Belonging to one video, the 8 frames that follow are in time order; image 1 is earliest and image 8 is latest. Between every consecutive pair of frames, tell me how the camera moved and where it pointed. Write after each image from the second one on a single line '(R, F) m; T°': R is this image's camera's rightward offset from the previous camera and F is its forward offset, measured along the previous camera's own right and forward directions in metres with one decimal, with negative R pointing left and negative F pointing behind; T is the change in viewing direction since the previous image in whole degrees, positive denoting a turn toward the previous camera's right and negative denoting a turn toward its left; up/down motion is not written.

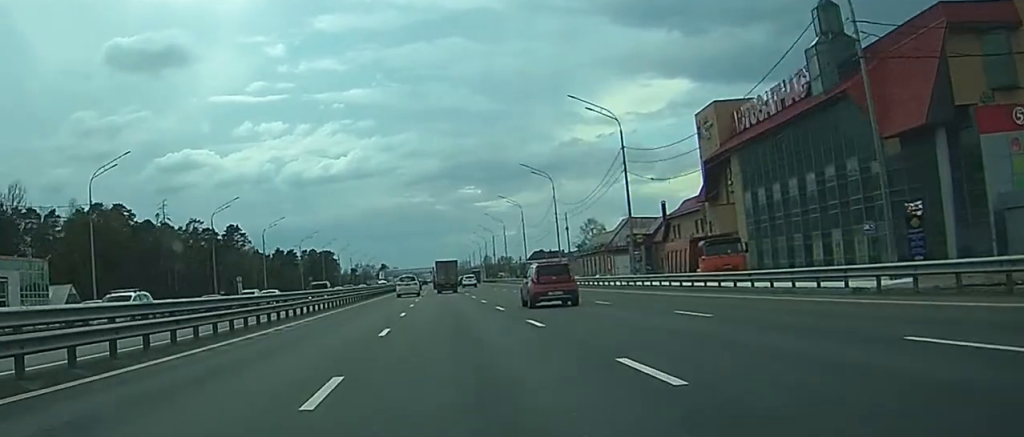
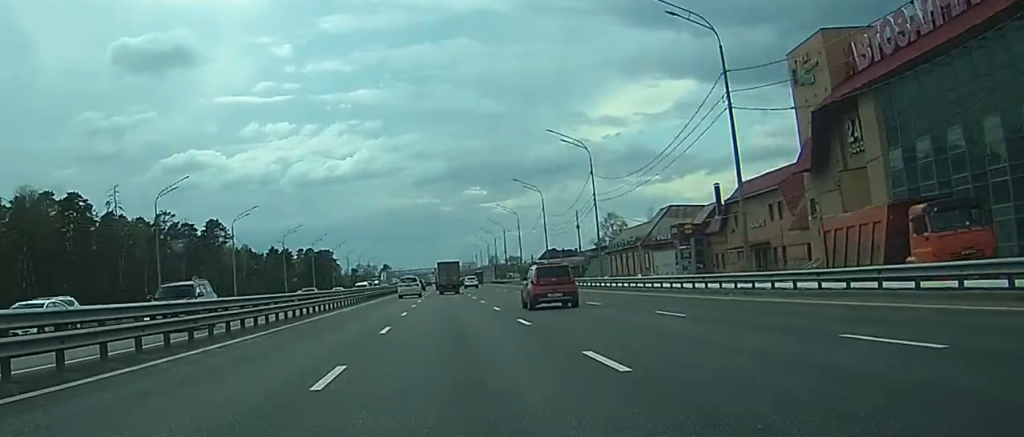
(0.0, +22.0) m; 0°
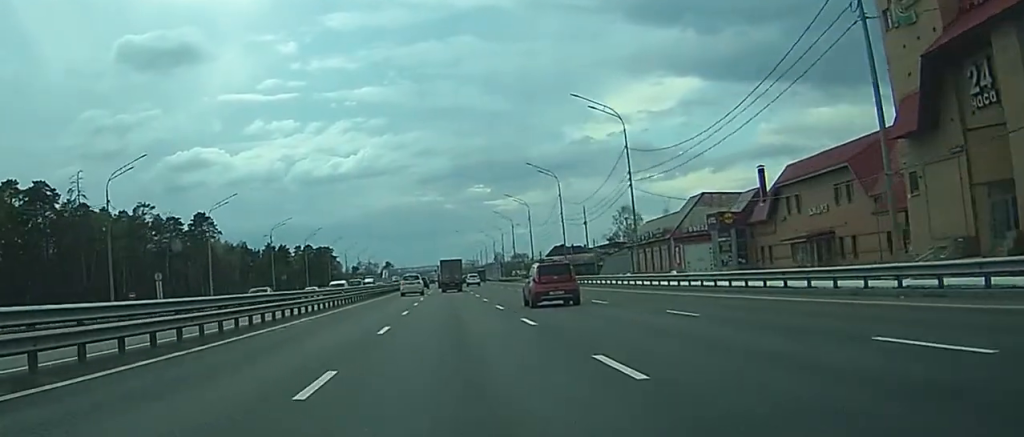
(+0.1, +13.2) m; 0°
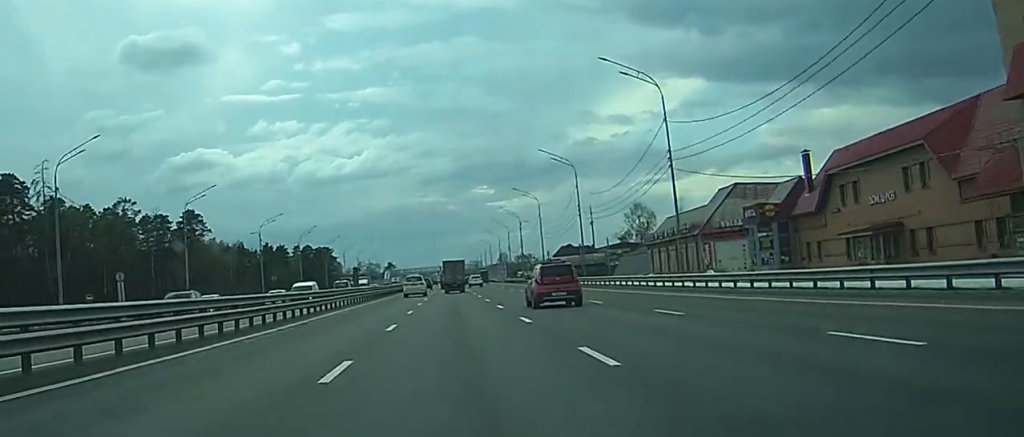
(-0.1, +10.5) m; 0°
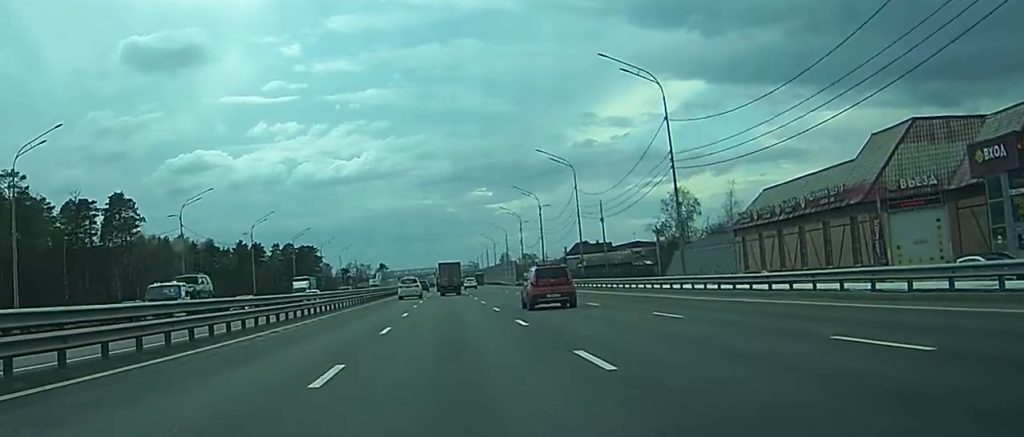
(+0.1, +37.1) m; -1°
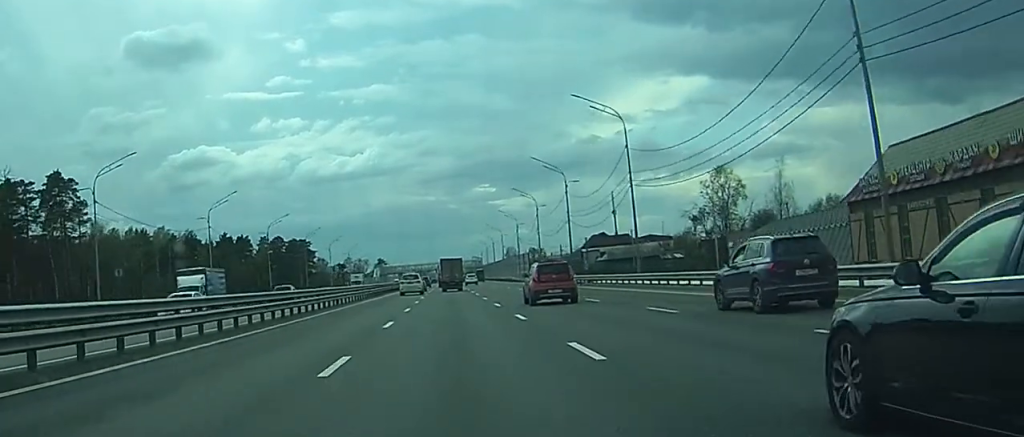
(-0.4, +23.3) m; -1°
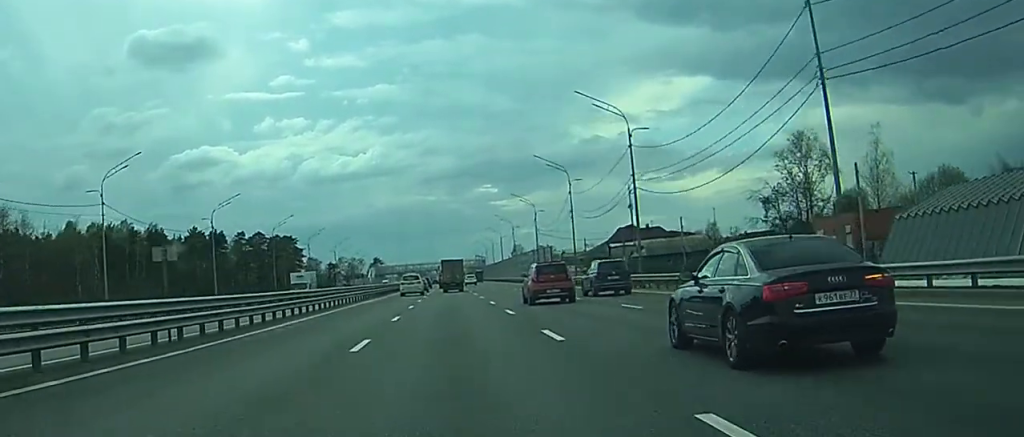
(-0.1, +30.3) m; 0°
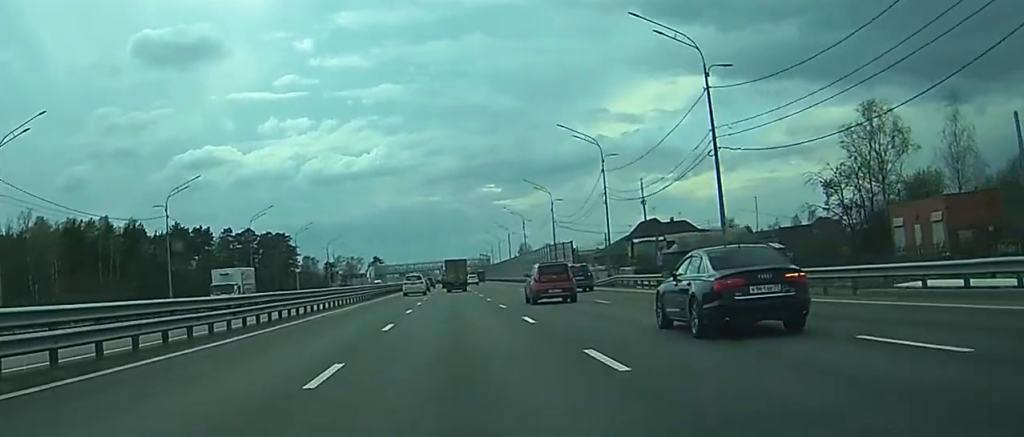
(0.0, +14.7) m; 0°
